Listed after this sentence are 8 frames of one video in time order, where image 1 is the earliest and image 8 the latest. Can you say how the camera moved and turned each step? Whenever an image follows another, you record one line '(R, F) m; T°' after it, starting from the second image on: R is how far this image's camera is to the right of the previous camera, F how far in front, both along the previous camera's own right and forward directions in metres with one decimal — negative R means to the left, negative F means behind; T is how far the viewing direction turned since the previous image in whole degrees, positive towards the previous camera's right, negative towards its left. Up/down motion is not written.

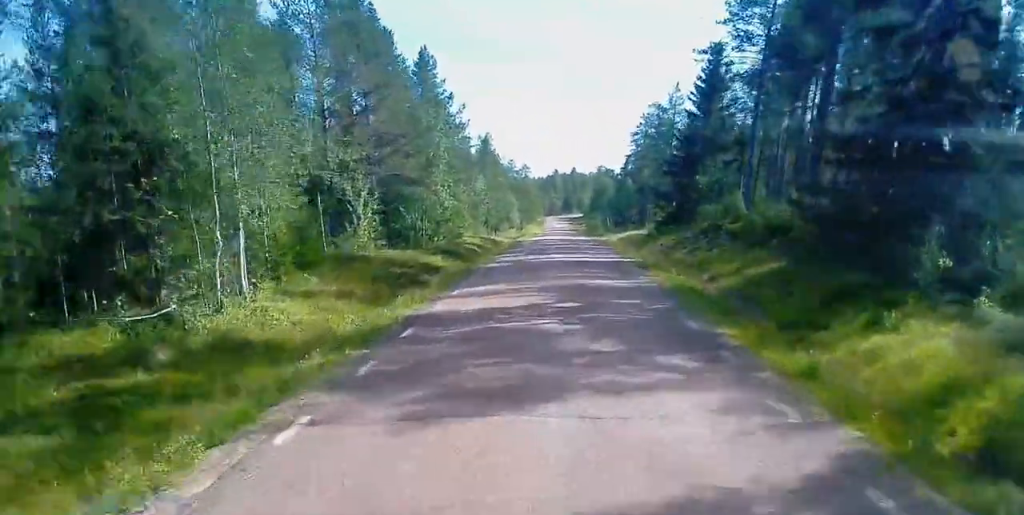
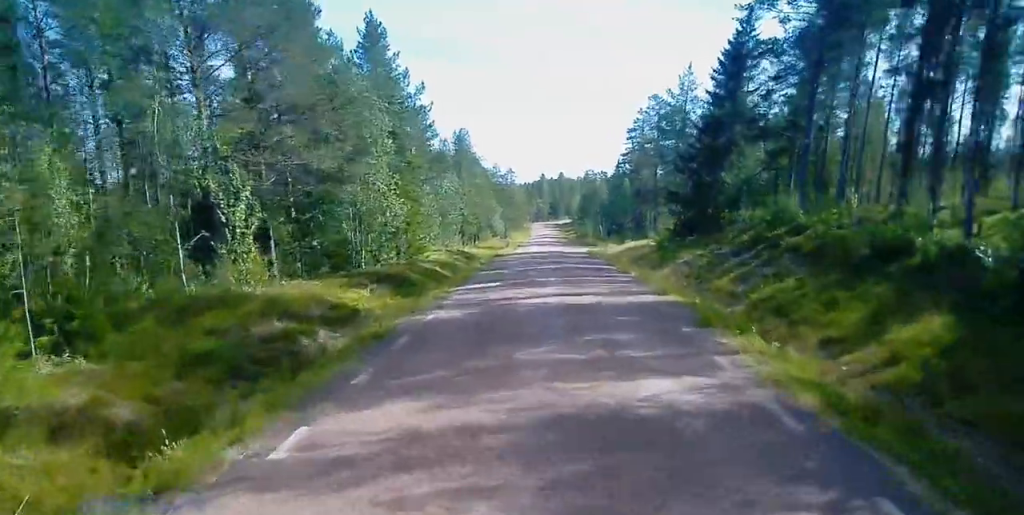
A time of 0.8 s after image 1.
(0.0, +12.1) m; +1°
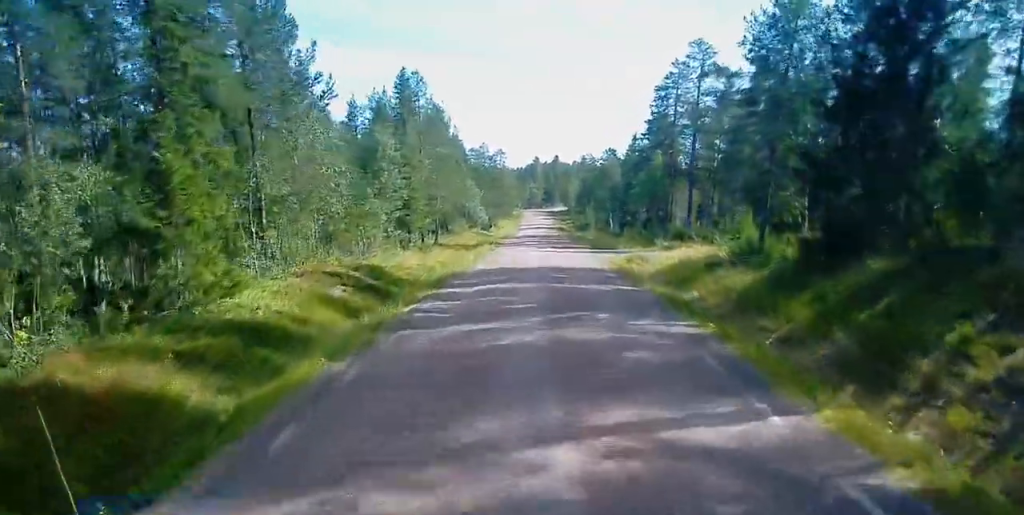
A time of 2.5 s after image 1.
(+0.1, +26.7) m; +1°
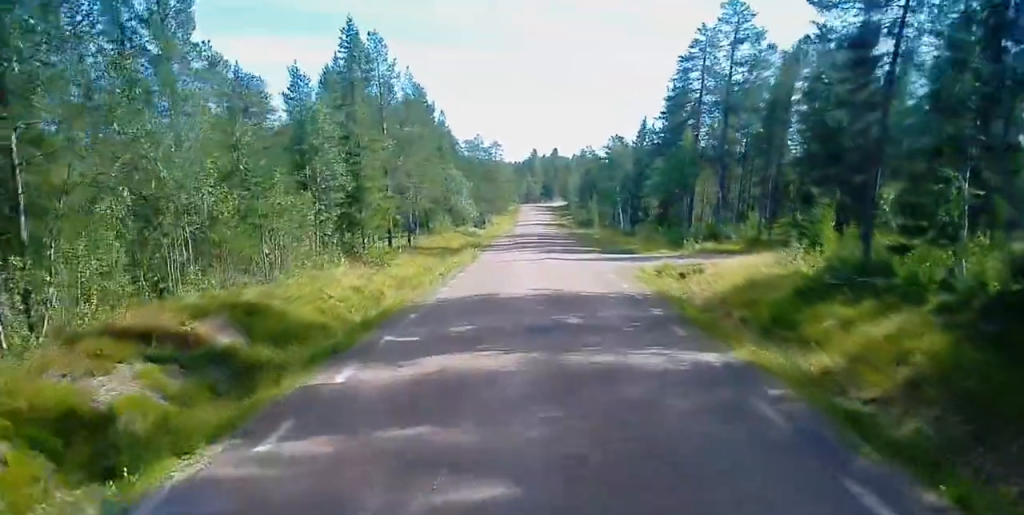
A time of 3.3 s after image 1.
(+0.2, +12.1) m; +1°
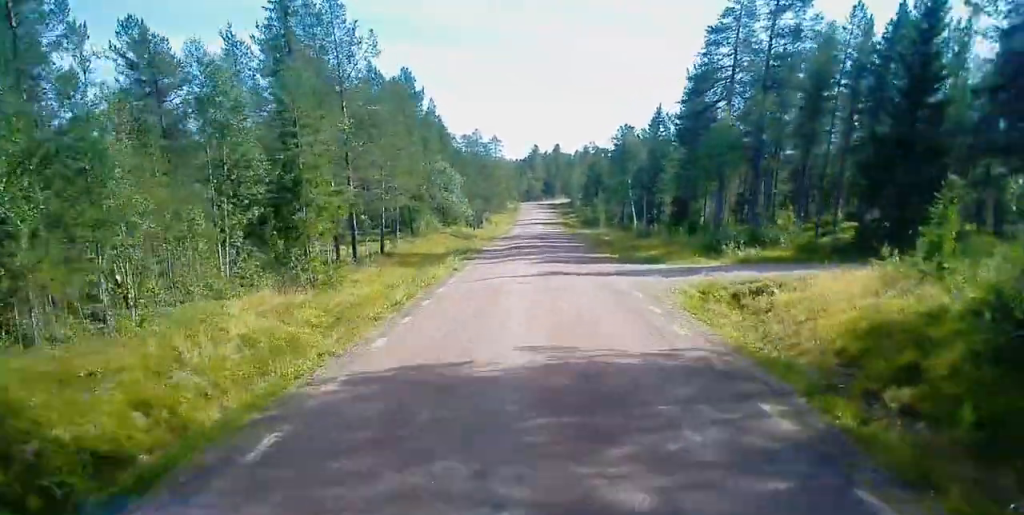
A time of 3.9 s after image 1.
(+0.1, +9.3) m; +1°
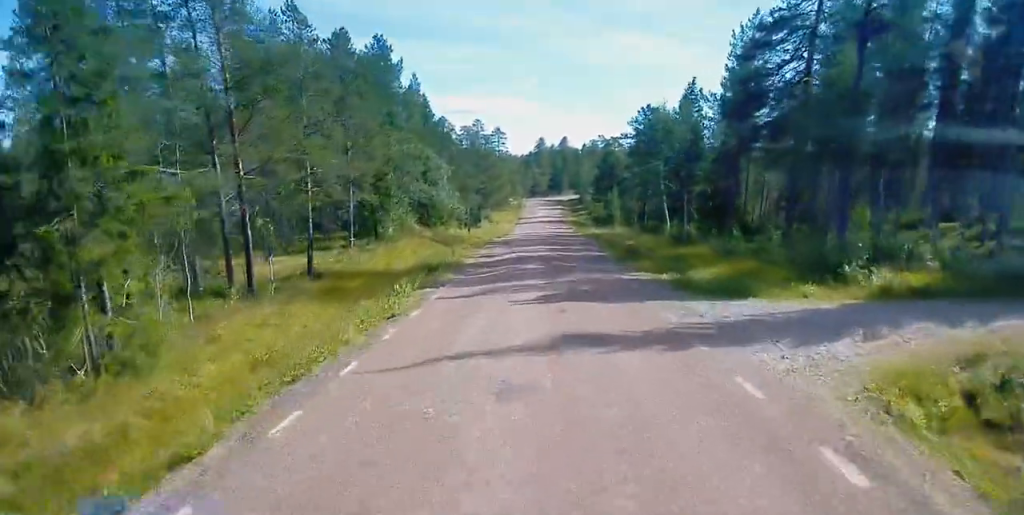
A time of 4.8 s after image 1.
(0.0, +14.1) m; 0°
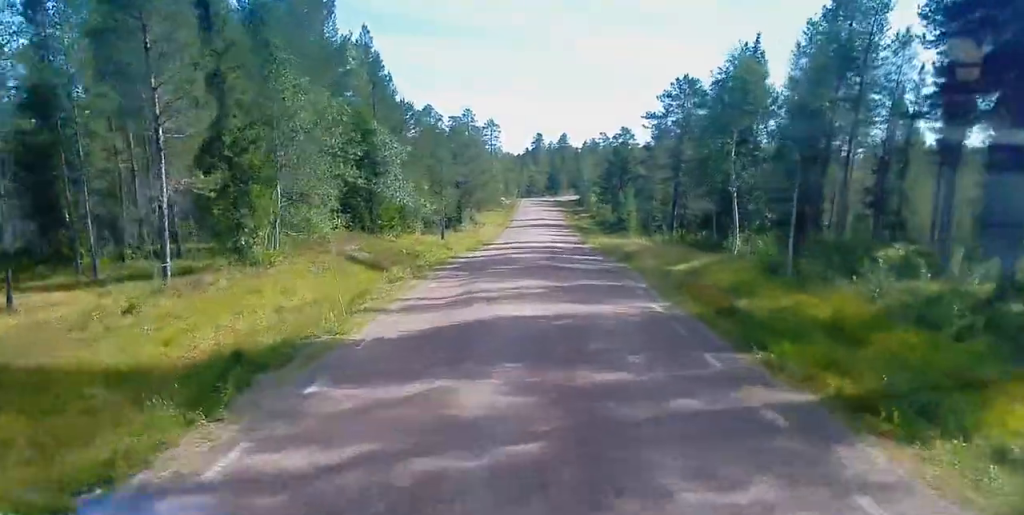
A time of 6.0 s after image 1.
(-0.1, +19.4) m; 0°
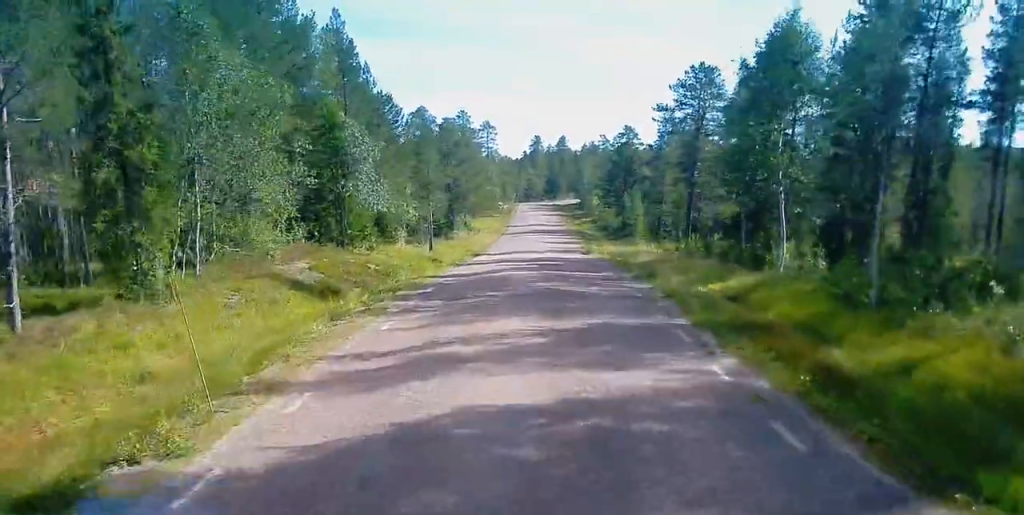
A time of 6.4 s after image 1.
(0.0, +6.6) m; 0°
